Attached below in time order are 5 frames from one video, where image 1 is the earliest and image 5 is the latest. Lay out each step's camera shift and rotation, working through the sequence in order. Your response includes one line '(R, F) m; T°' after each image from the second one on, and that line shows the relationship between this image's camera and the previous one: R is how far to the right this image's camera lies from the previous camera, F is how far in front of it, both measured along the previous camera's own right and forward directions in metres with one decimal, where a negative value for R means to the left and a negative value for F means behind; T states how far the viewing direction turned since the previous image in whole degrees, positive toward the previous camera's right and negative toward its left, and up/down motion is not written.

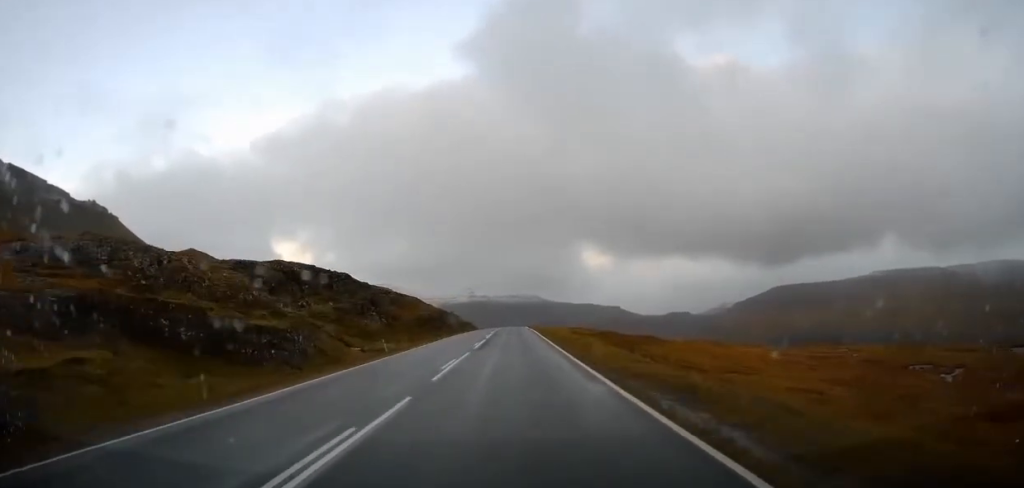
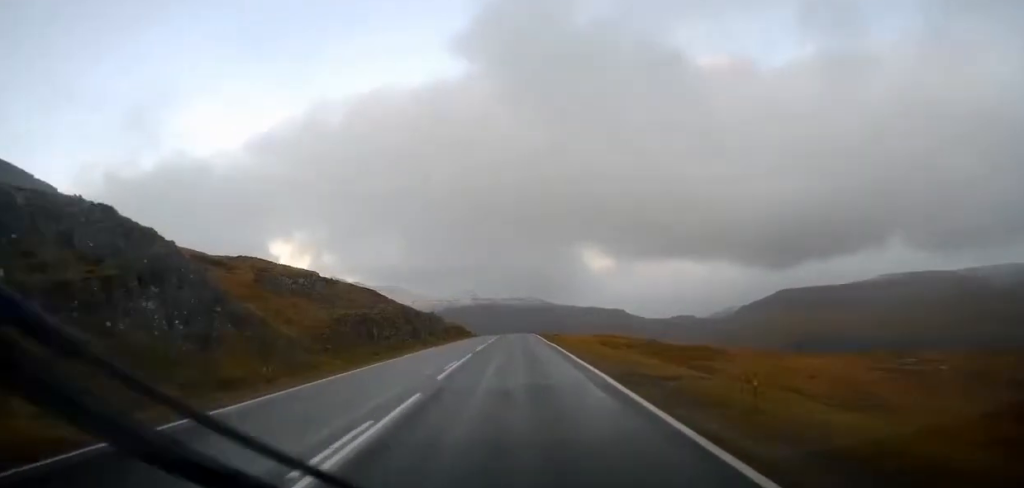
(+0.1, +36.6) m; 0°
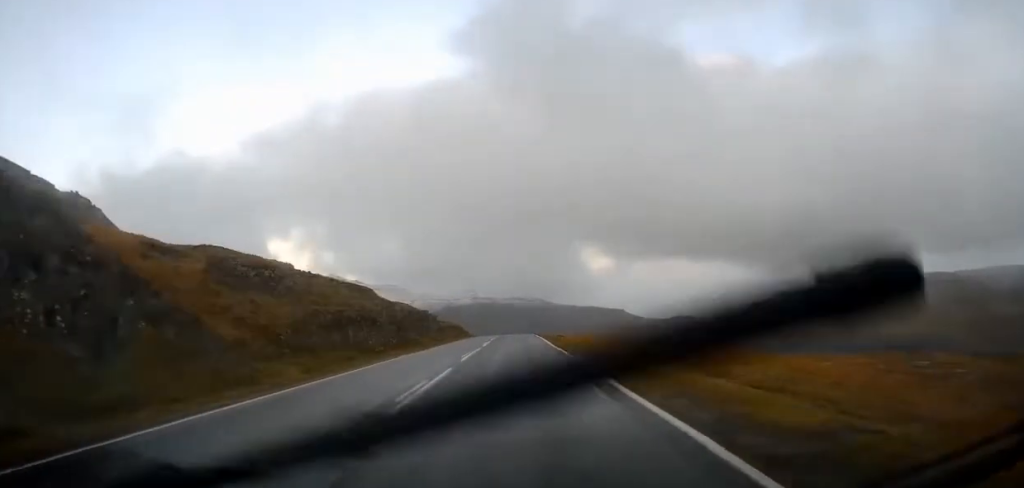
(0.0, +6.8) m; 0°
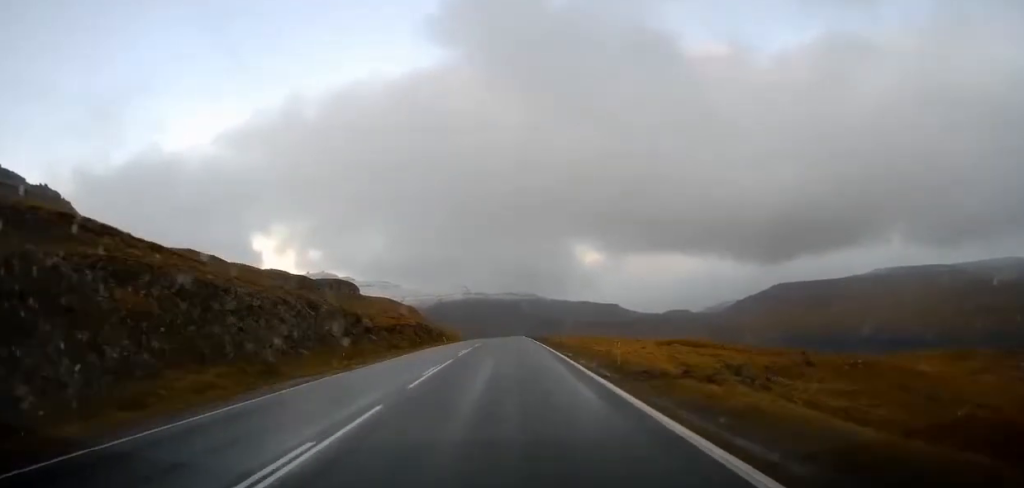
(+0.7, +45.7) m; +1°
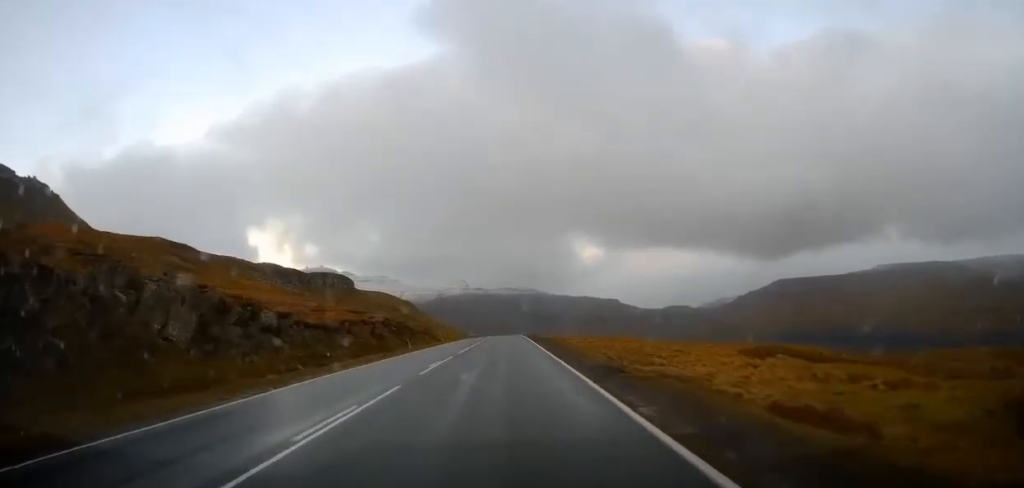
(-0.4, +21.3) m; -1°
